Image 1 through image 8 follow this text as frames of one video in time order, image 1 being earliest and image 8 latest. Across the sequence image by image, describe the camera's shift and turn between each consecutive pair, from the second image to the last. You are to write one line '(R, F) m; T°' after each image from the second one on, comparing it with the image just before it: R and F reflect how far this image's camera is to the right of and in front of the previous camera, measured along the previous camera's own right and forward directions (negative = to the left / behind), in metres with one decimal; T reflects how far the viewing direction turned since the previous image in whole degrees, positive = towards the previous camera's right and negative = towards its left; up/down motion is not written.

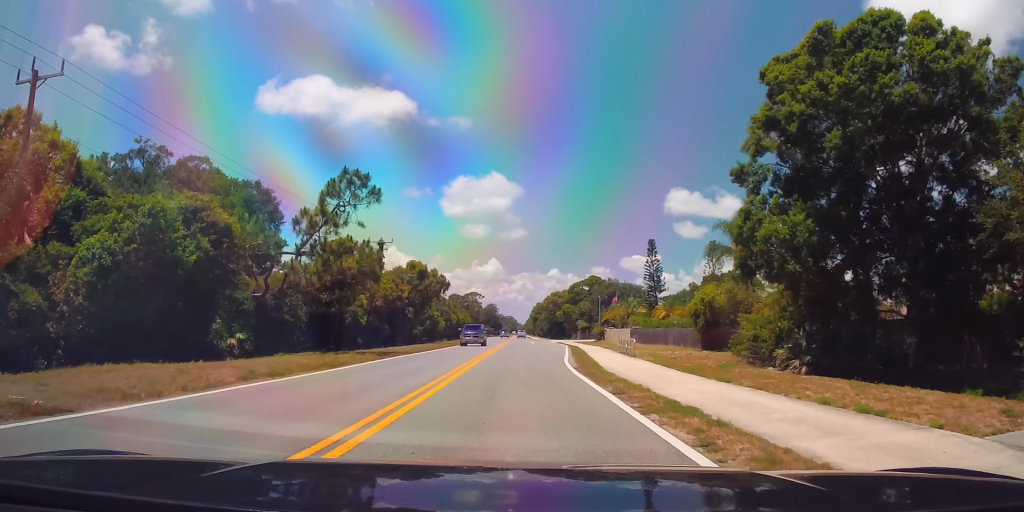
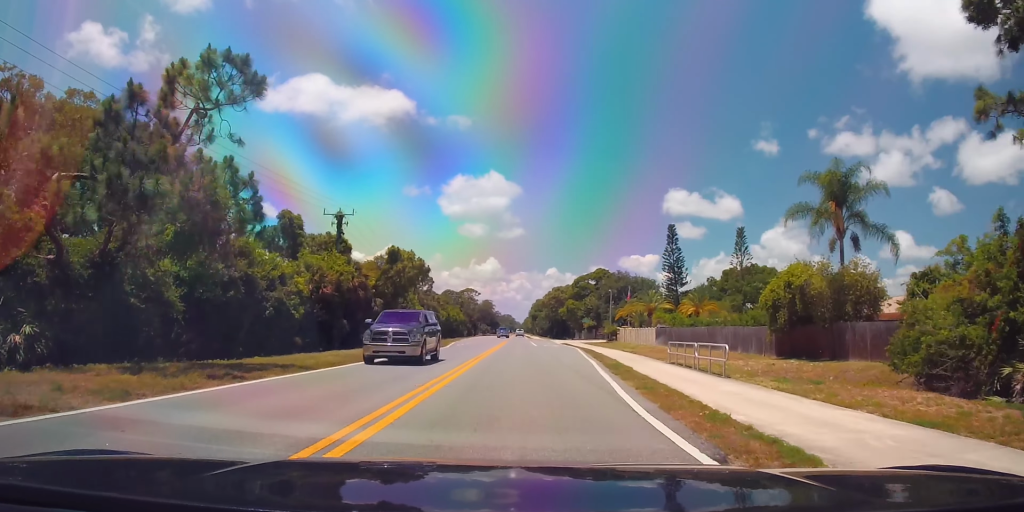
(-0.3, +15.9) m; 0°
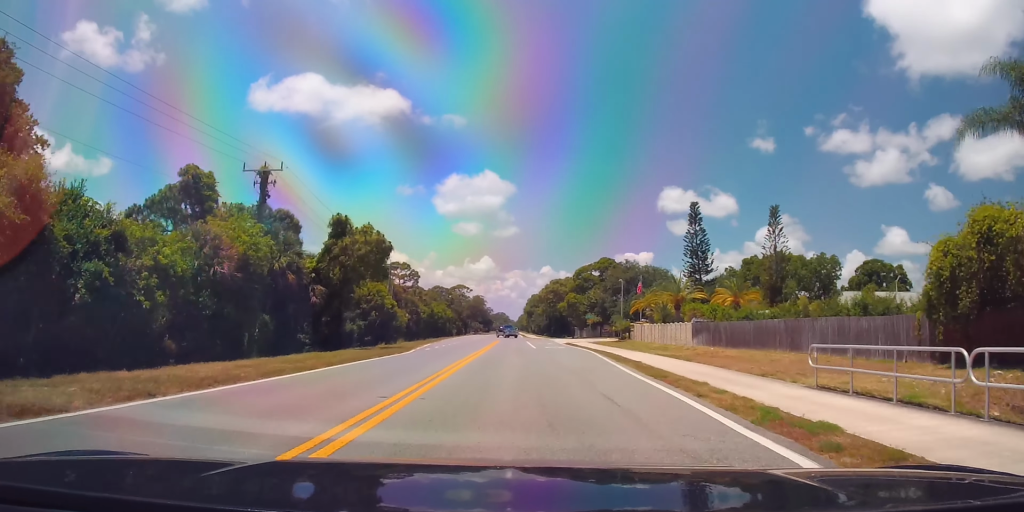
(+0.4, +15.9) m; 0°
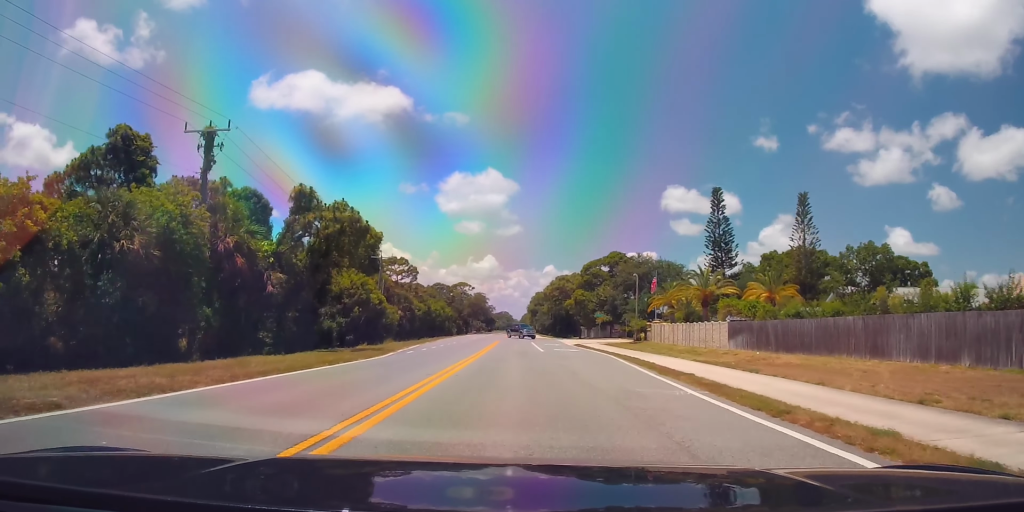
(-0.1, +8.0) m; 0°
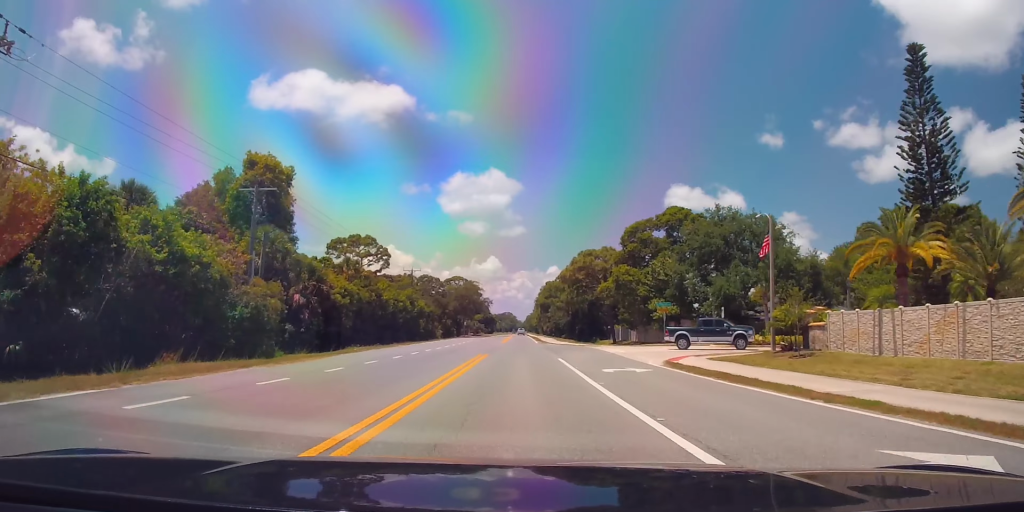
(-0.3, +38.8) m; 0°
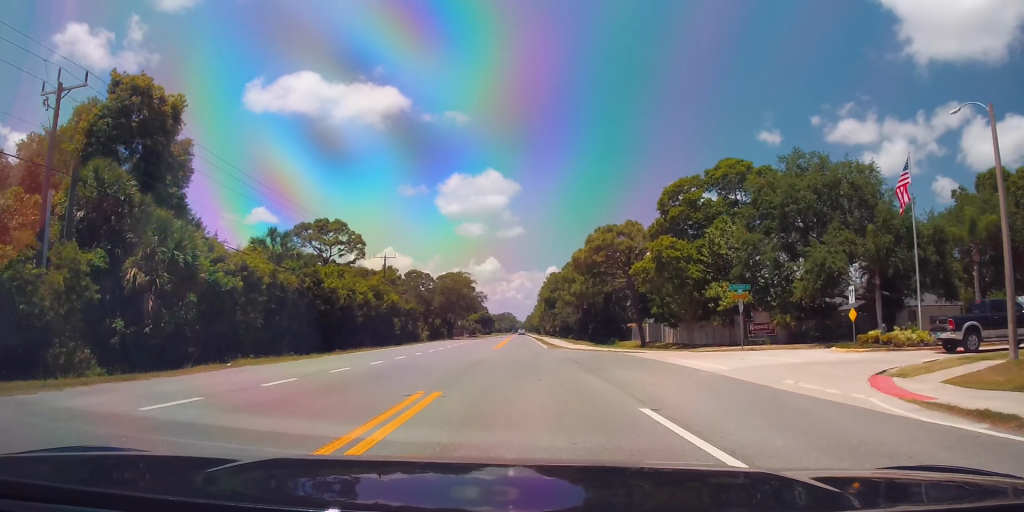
(+0.4, +19.0) m; 0°
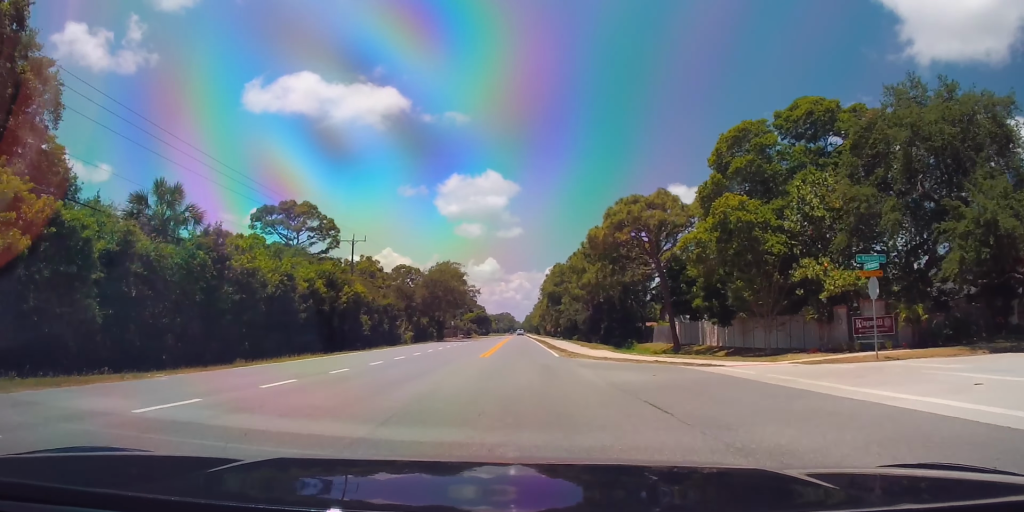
(-0.4, +14.5) m; 0°
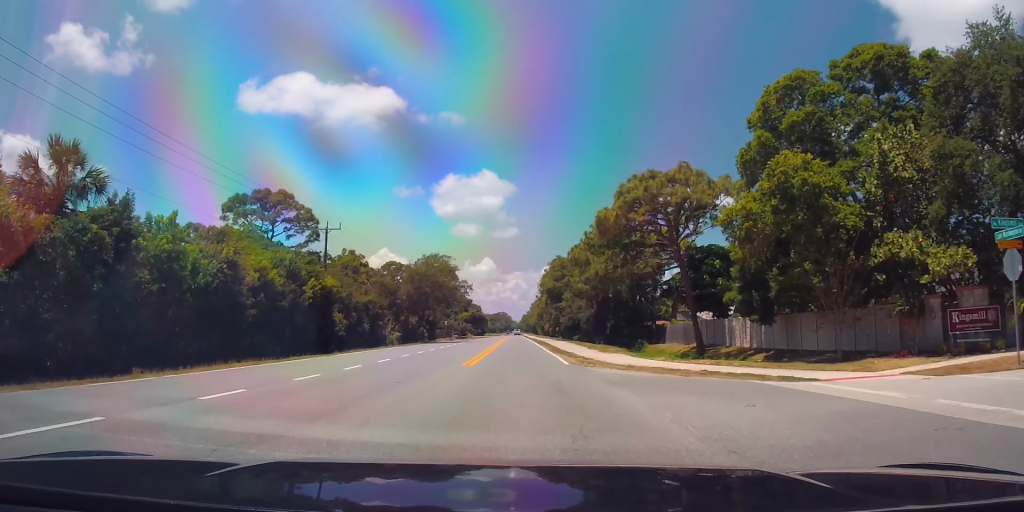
(+0.2, +7.5) m; 0°
